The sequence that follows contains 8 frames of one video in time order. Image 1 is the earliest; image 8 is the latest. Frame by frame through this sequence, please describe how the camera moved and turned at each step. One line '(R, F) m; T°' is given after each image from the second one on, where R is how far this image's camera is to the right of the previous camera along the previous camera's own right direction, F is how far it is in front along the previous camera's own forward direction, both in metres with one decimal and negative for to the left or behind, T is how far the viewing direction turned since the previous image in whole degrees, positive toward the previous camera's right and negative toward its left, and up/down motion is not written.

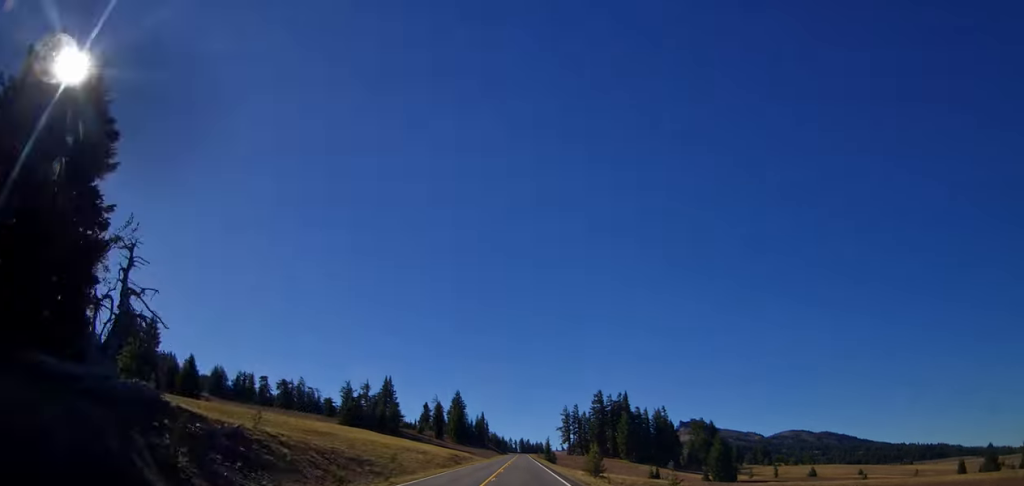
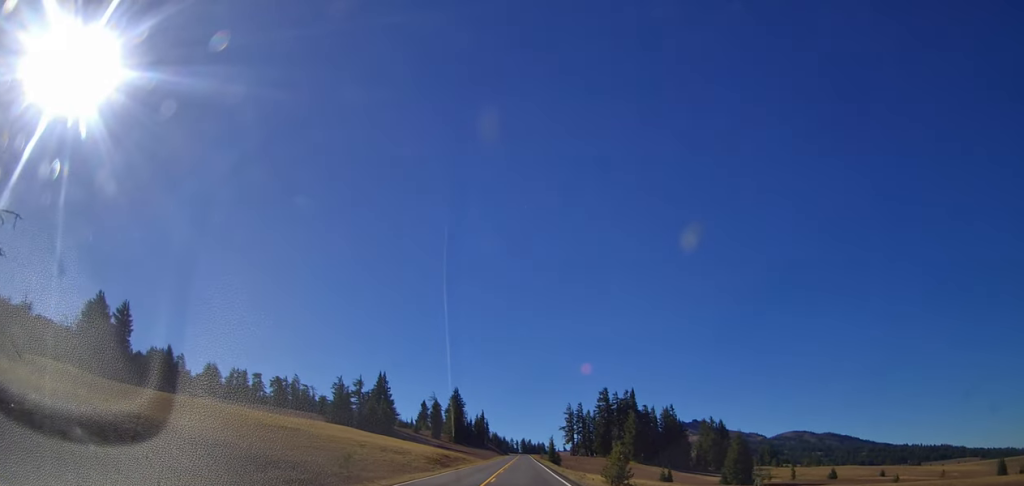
(0.0, +12.5) m; 0°
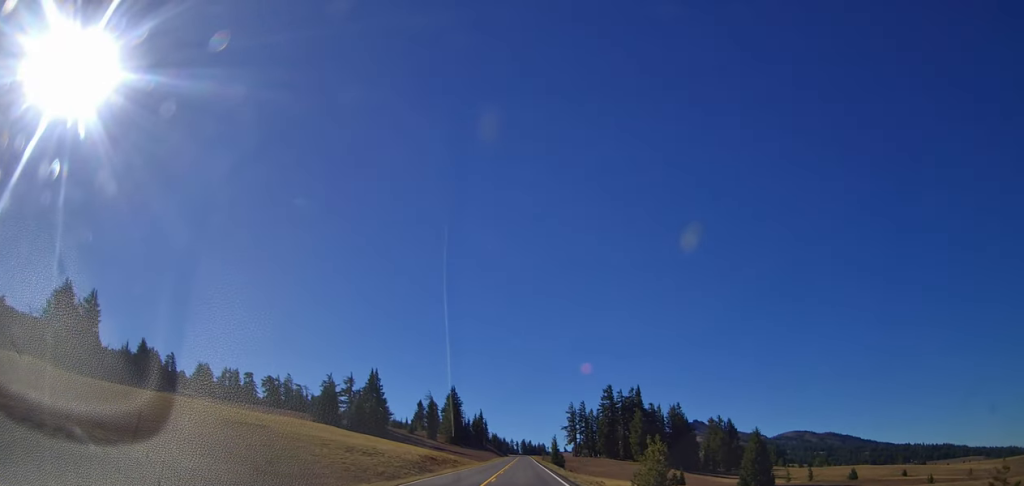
(0.0, +12.1) m; 0°
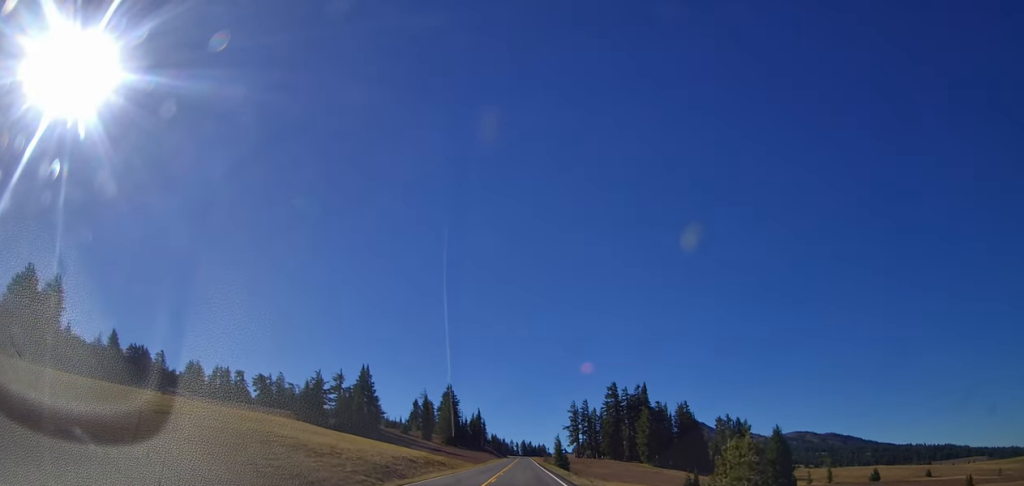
(0.0, +12.1) m; 0°
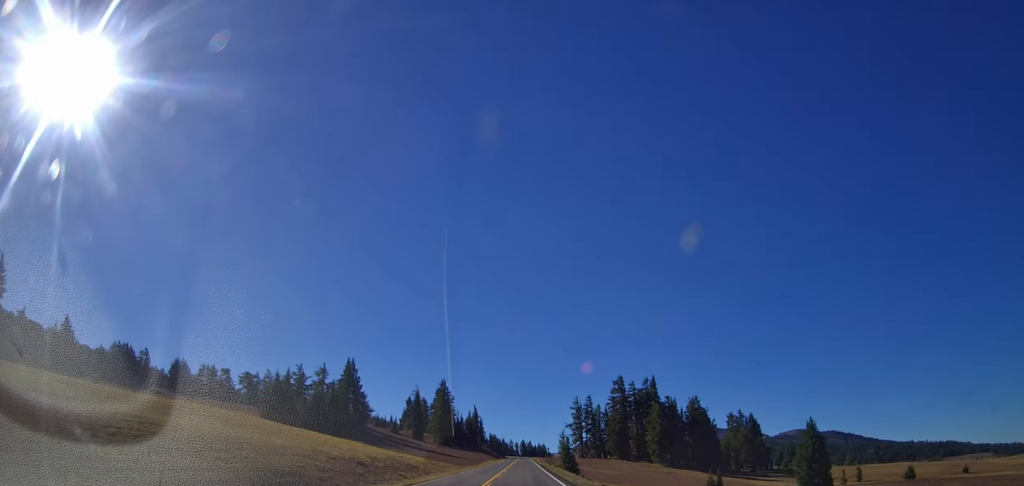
(0.0, +16.4) m; 0°
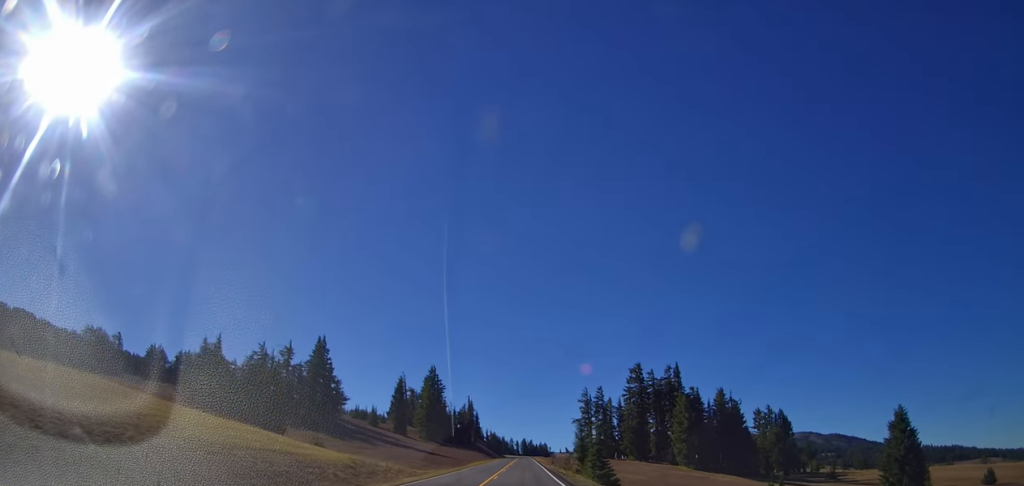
(-0.2, +29.1) m; -1°
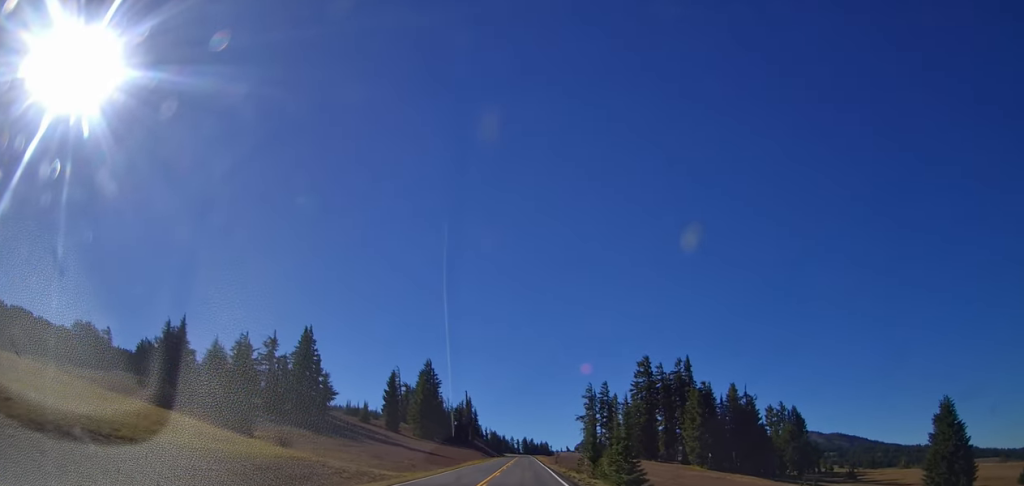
(0.0, +10.7) m; 0°
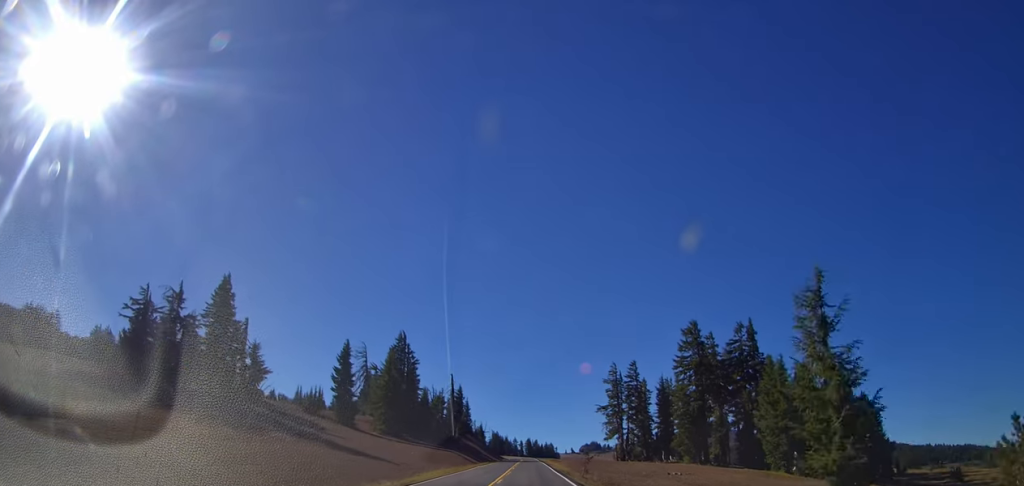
(+1.7, +44.0) m; +4°
